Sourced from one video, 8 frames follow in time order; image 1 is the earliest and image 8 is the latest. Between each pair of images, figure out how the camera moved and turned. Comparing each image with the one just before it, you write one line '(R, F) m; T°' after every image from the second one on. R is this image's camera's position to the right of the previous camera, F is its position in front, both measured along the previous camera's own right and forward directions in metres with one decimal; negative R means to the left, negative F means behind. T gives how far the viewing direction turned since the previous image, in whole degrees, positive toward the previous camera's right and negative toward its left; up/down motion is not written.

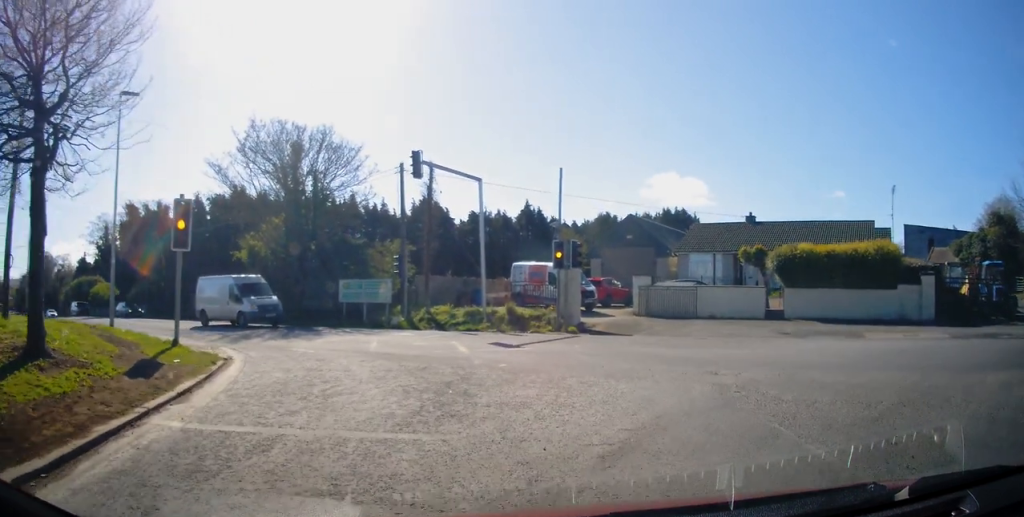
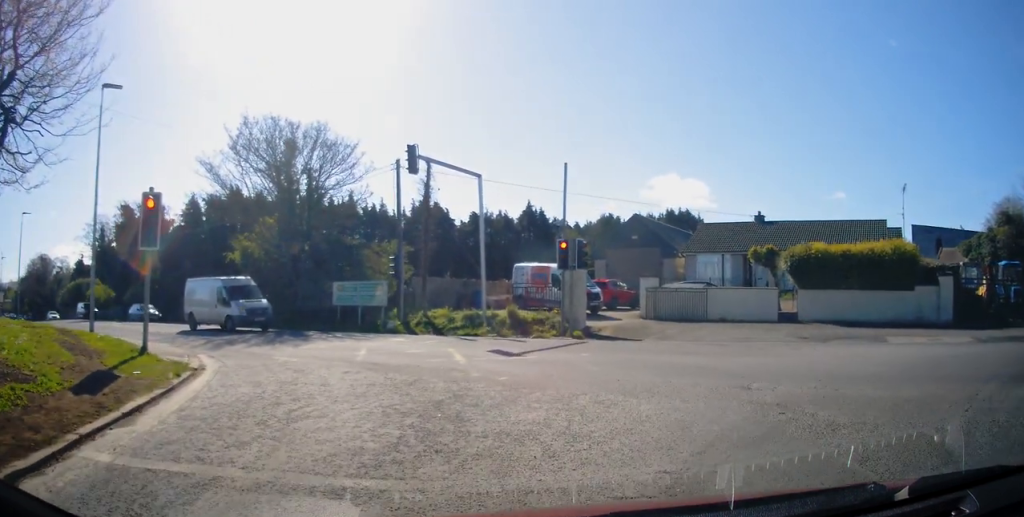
(0.0, +2.6) m; -1°
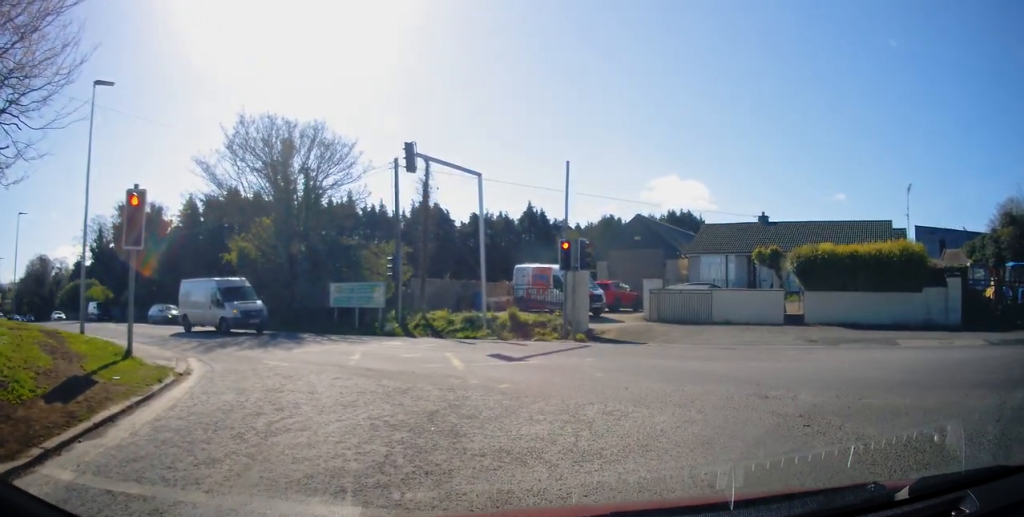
(0.0, +1.6) m; -1°
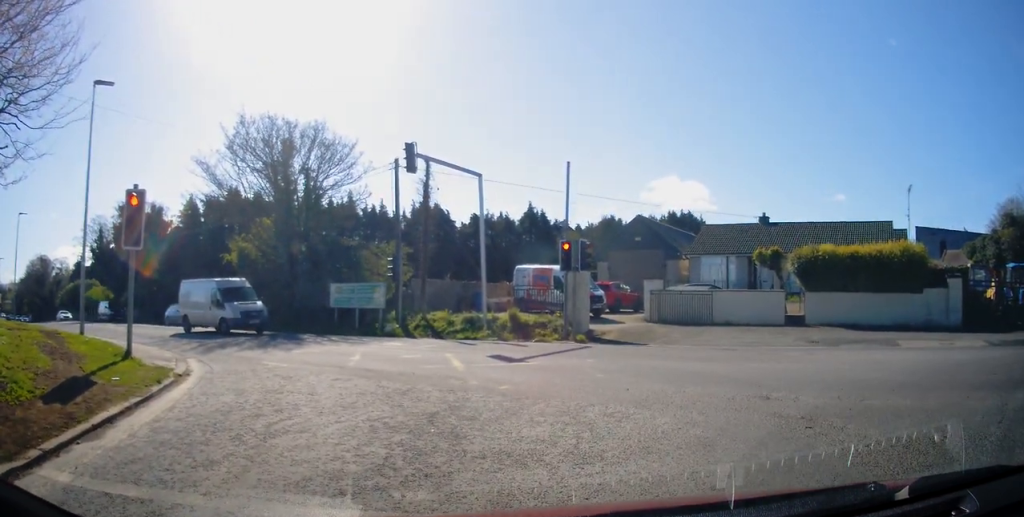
(0.0, 0.0) m; 0°
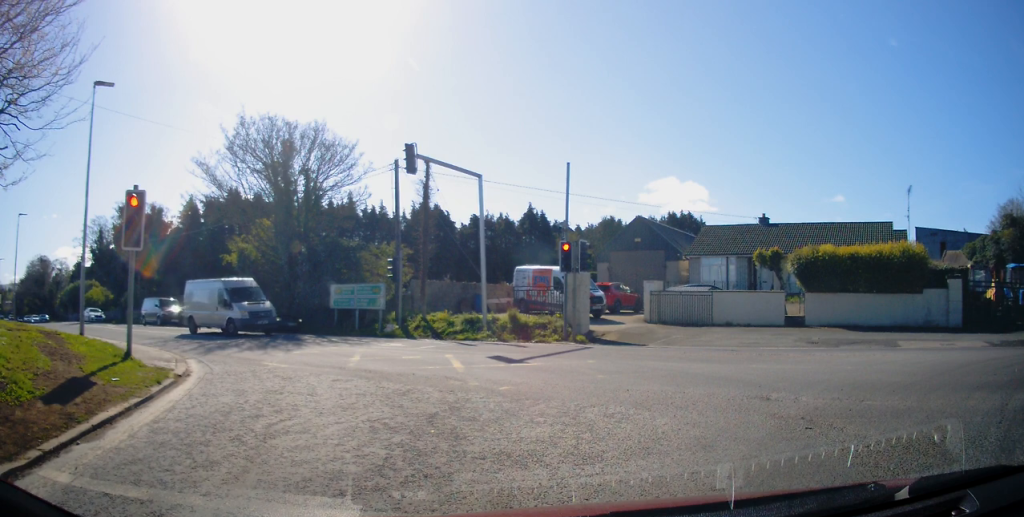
(0.0, 0.0) m; 0°
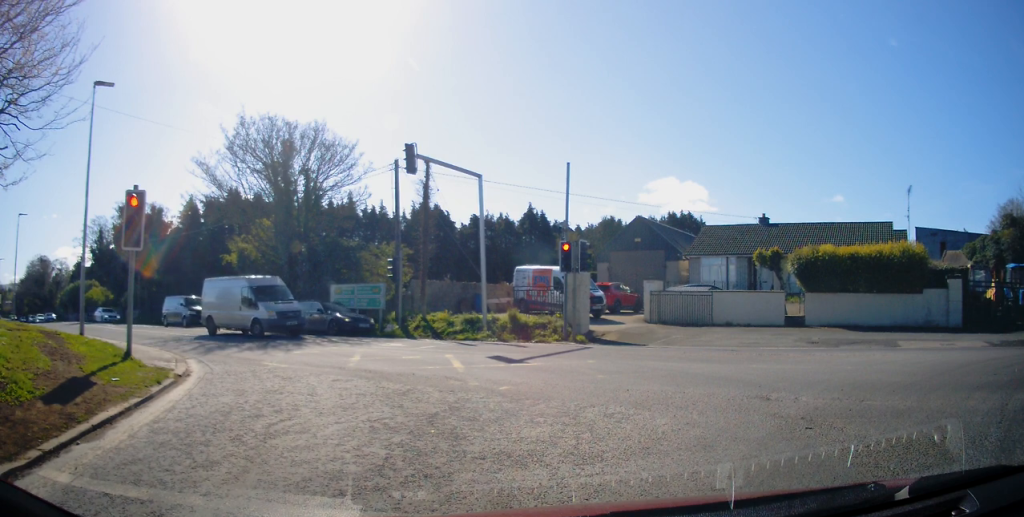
(0.0, 0.0) m; 0°
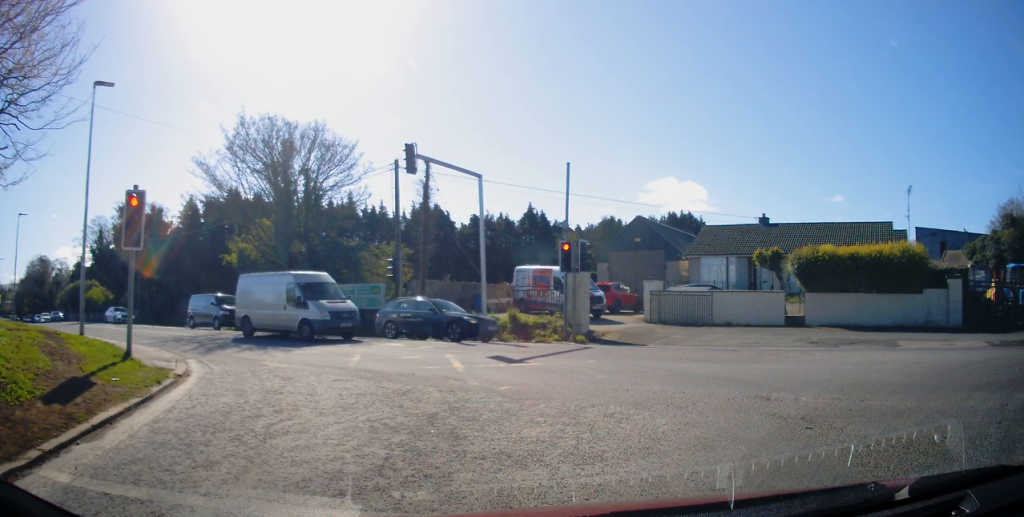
(0.0, 0.0) m; 0°
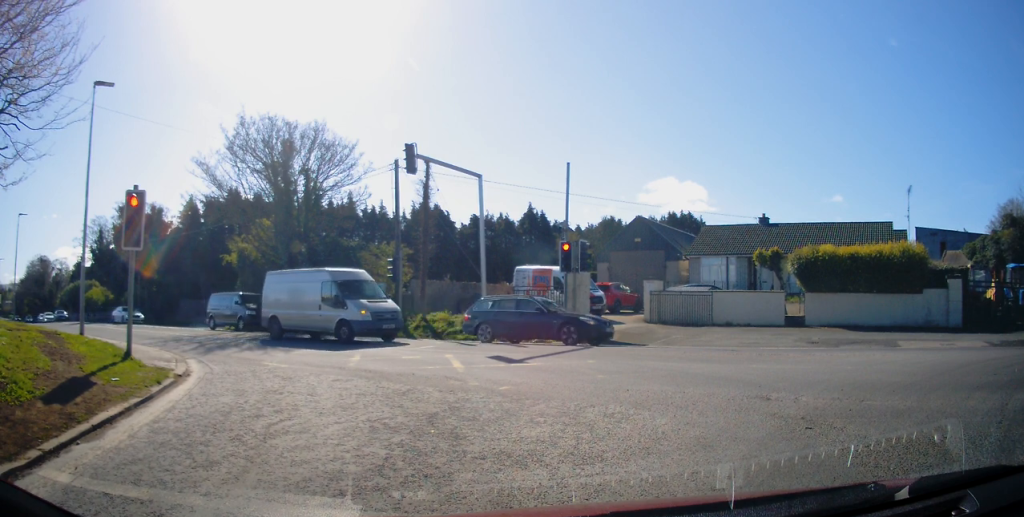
(0.0, 0.0) m; 0°
